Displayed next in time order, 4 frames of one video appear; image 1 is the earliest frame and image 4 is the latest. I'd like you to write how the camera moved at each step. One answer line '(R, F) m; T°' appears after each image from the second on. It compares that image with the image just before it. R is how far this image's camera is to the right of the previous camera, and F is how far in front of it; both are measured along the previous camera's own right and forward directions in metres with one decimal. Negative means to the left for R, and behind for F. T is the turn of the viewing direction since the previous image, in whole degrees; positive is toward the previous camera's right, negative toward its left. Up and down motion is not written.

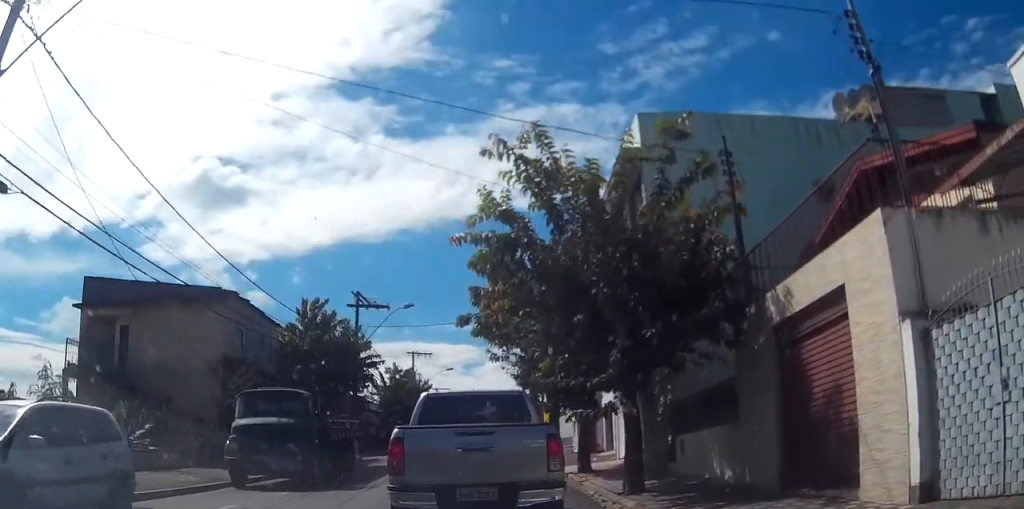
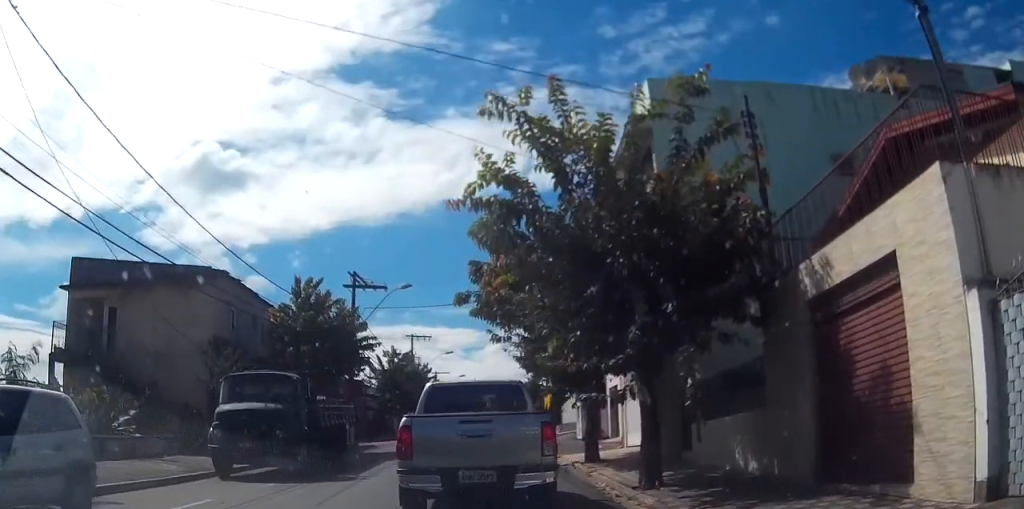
(0.0, +1.2) m; -1°
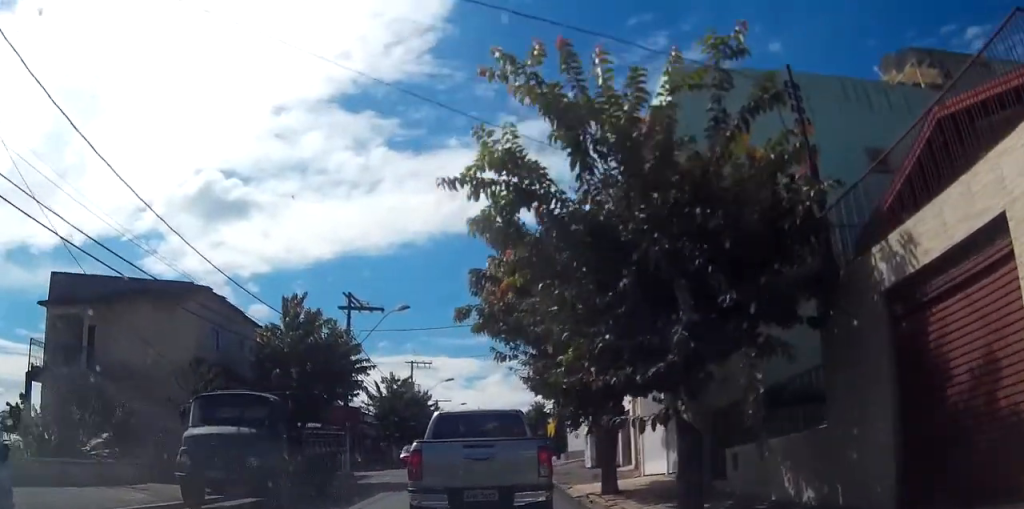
(-0.1, +1.7) m; -2°
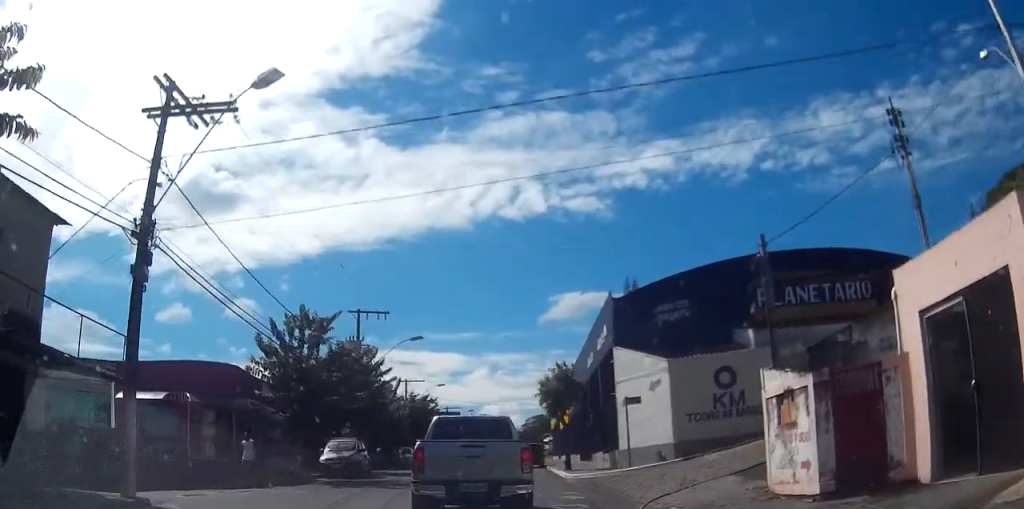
(-0.5, +21.2) m; -5°
